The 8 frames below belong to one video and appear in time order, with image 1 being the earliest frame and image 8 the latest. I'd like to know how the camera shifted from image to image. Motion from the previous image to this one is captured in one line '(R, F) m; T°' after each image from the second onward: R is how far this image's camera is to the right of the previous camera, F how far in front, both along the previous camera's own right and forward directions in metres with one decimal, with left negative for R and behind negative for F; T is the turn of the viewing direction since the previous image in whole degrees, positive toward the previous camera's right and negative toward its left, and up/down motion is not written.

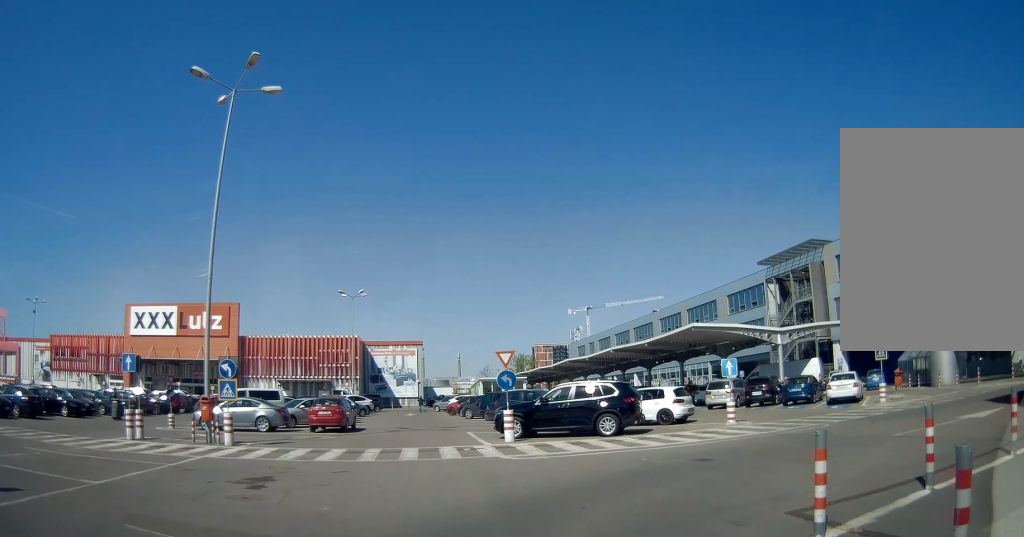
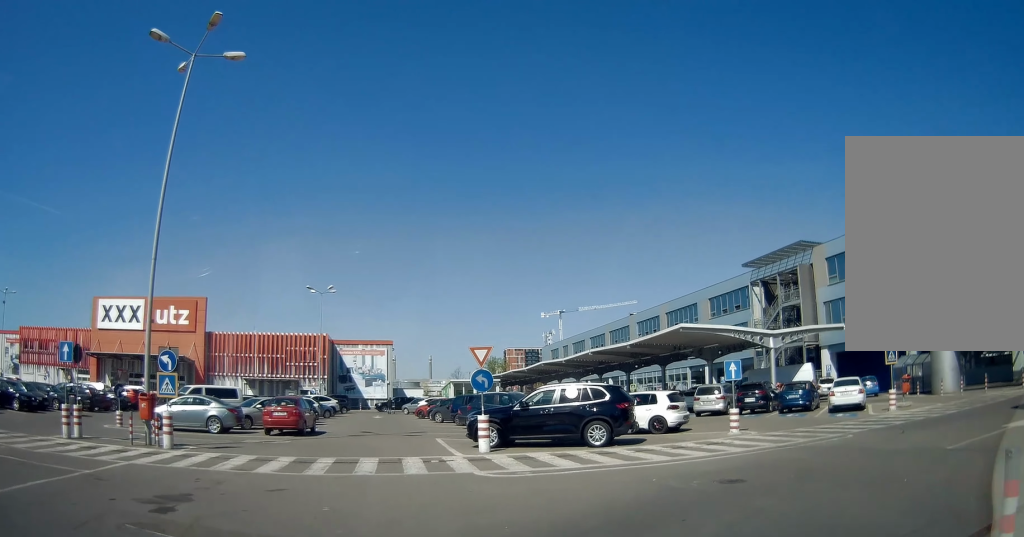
(0.0, +2.7) m; +4°
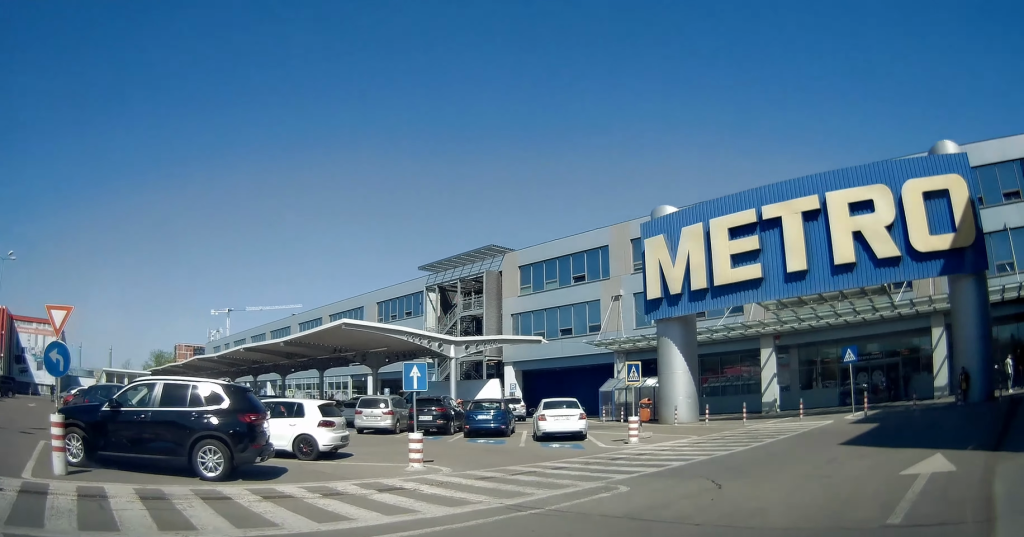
(+1.1, +6.4) m; +28°
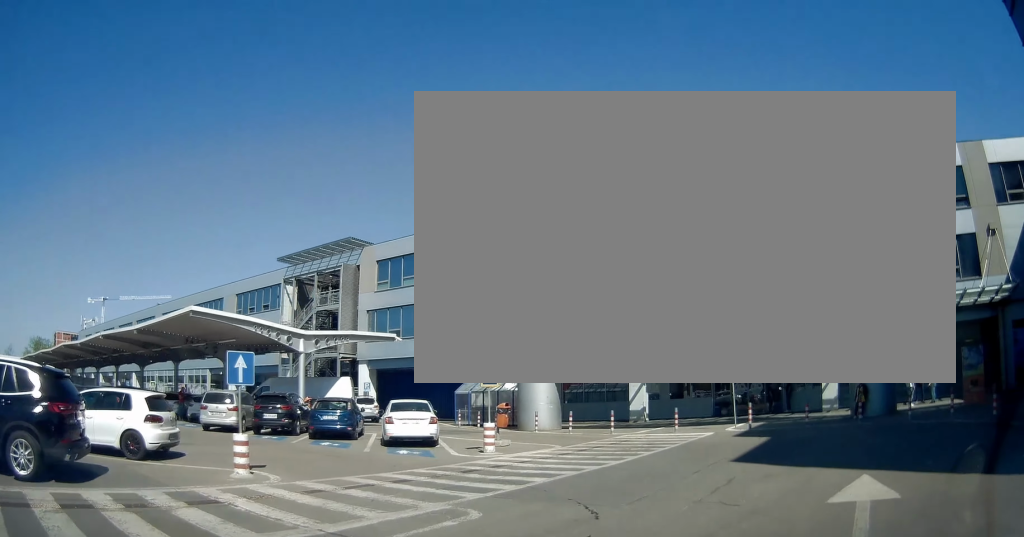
(+0.4, +1.8) m; +18°
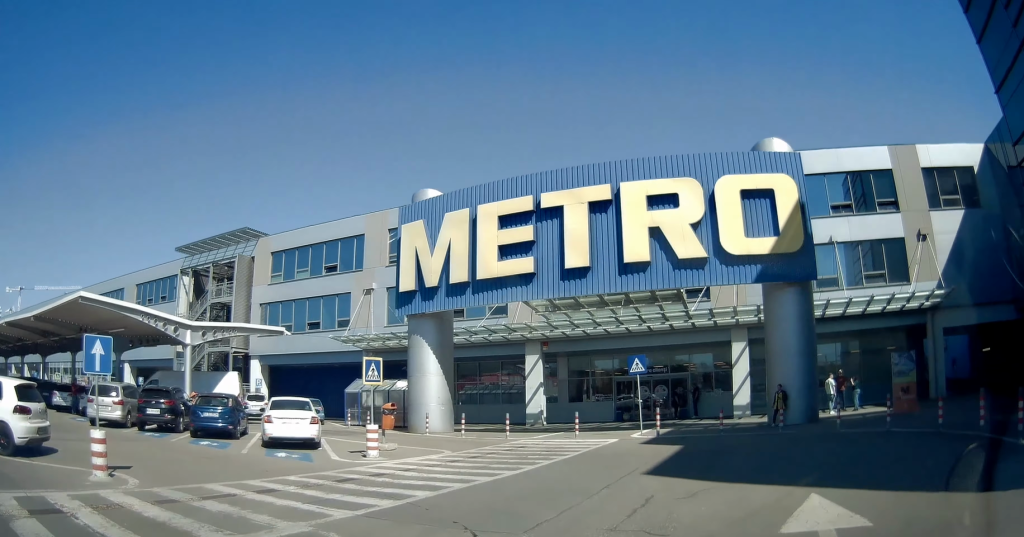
(+0.2, +1.4) m; +11°
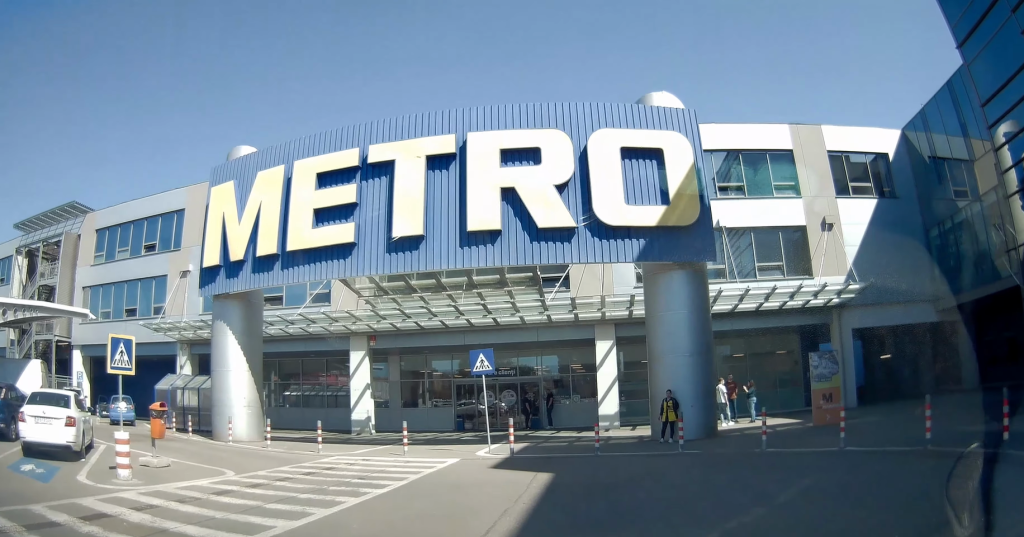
(+0.9, +4.1) m; +16°
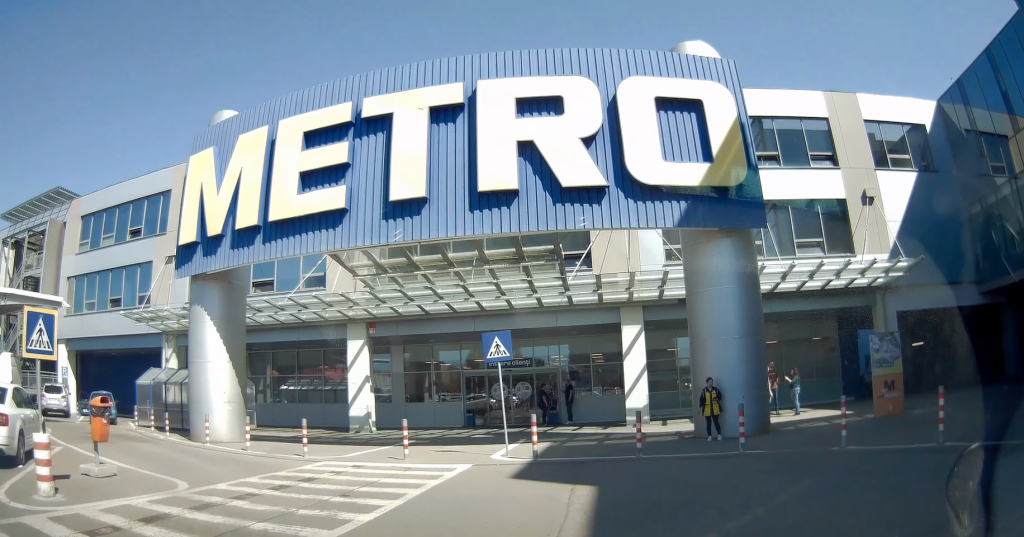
(0.0, +2.4) m; -4°
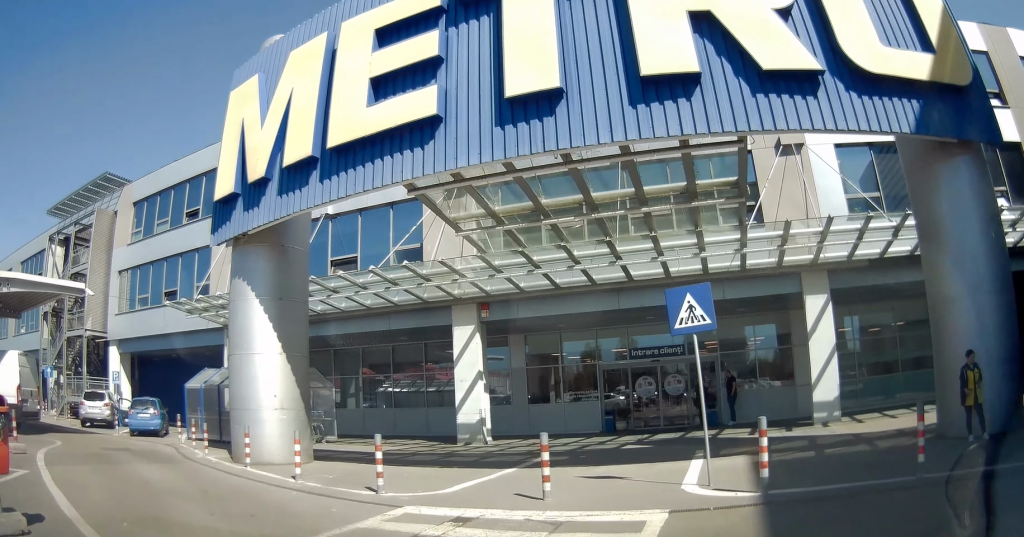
(-0.7, +5.3) m; -16°
